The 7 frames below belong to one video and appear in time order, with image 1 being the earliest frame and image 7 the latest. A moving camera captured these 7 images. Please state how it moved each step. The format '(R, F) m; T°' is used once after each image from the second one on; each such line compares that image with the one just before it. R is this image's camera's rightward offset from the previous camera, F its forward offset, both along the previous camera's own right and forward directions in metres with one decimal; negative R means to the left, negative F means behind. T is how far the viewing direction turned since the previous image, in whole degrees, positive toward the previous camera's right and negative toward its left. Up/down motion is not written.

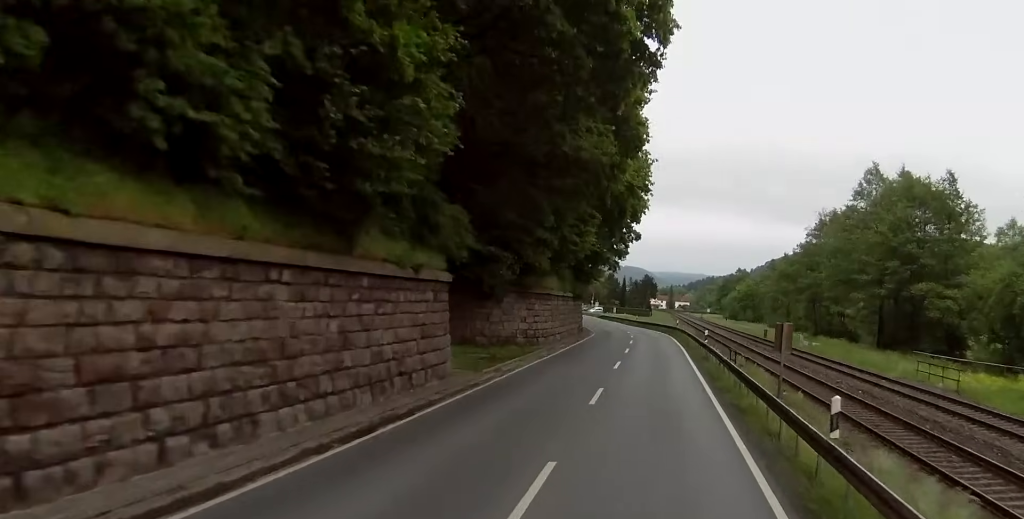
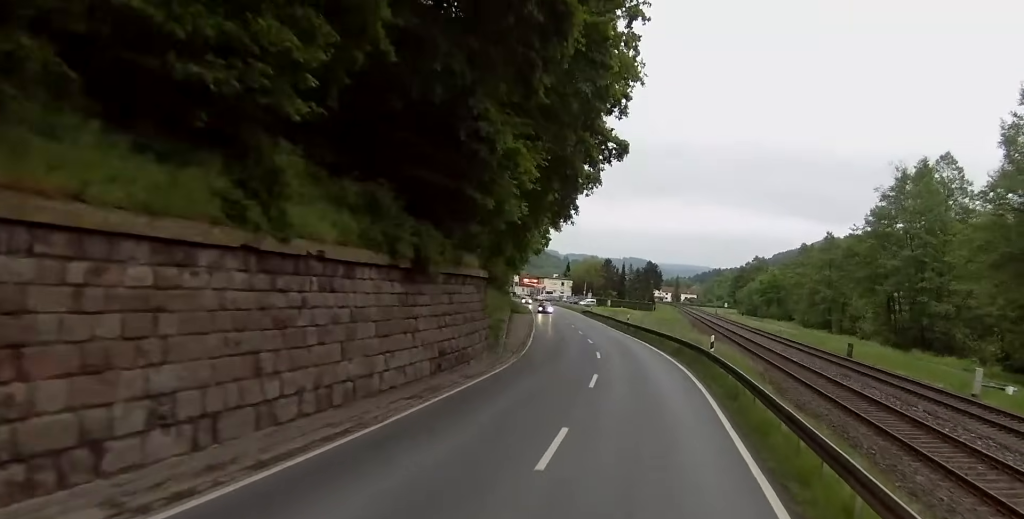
(-0.6, +44.6) m; -1°
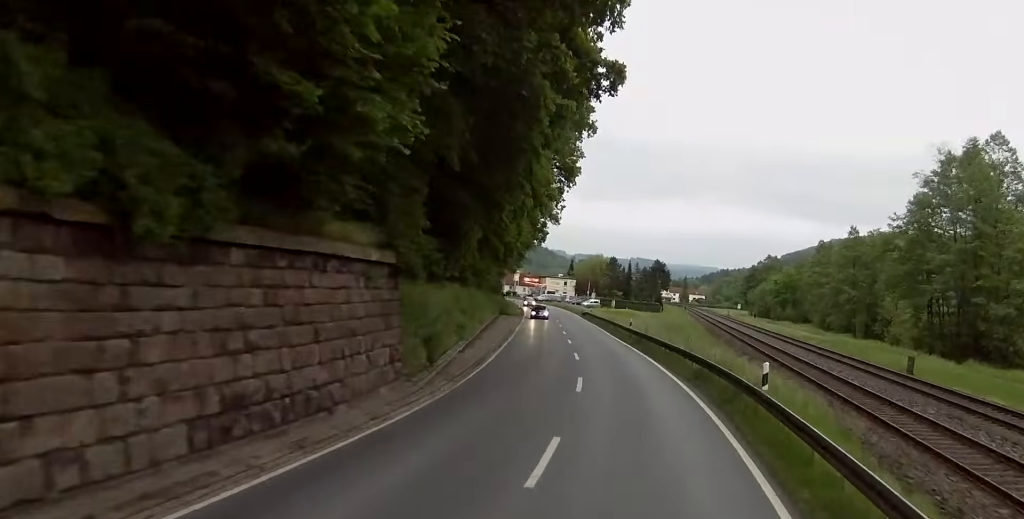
(+0.1, +13.1) m; 0°
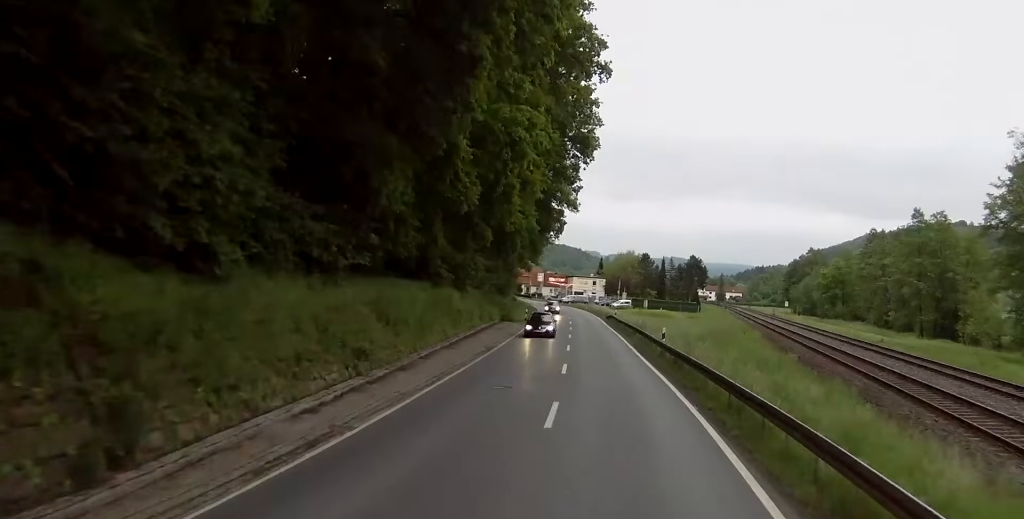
(-0.1, +18.8) m; 0°
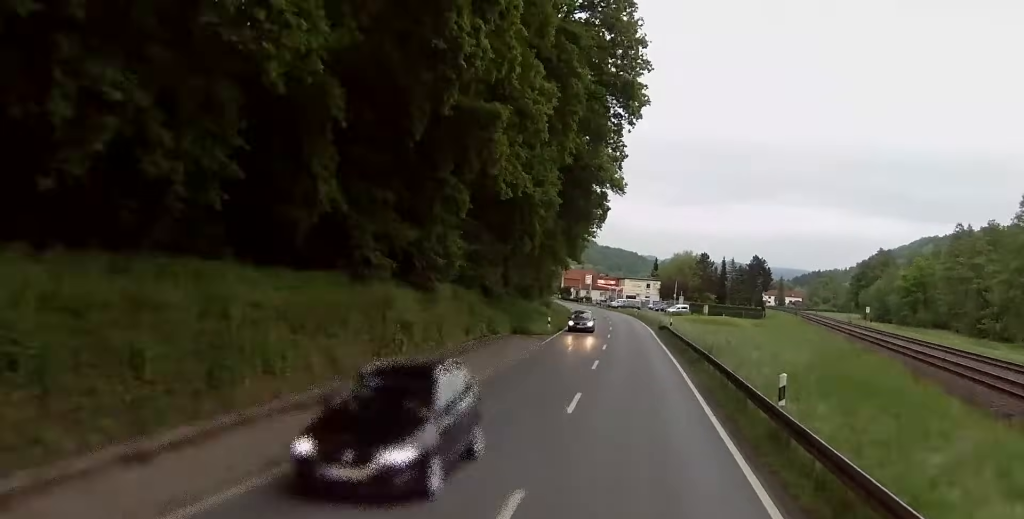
(0.0, +21.3) m; -1°
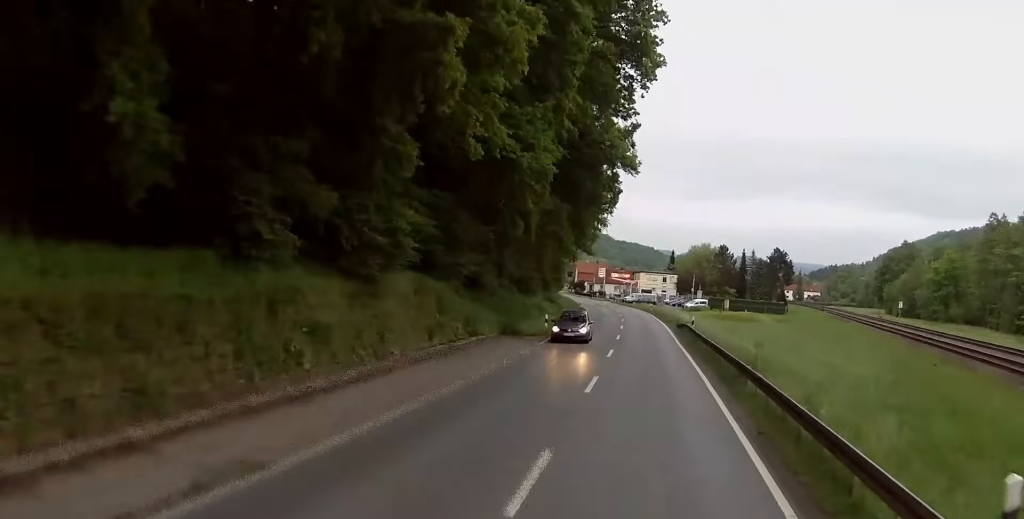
(+0.1, +9.7) m; -2°
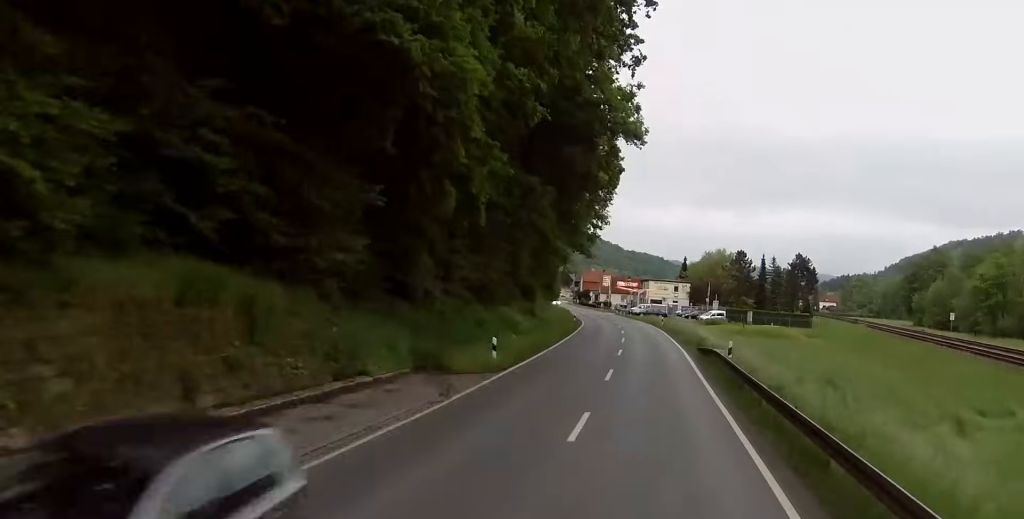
(-0.7, +18.0) m; -3°
